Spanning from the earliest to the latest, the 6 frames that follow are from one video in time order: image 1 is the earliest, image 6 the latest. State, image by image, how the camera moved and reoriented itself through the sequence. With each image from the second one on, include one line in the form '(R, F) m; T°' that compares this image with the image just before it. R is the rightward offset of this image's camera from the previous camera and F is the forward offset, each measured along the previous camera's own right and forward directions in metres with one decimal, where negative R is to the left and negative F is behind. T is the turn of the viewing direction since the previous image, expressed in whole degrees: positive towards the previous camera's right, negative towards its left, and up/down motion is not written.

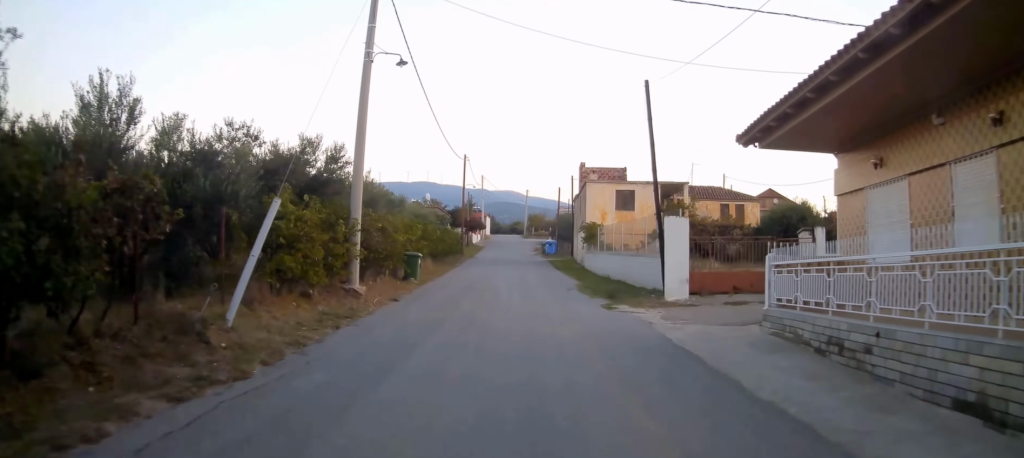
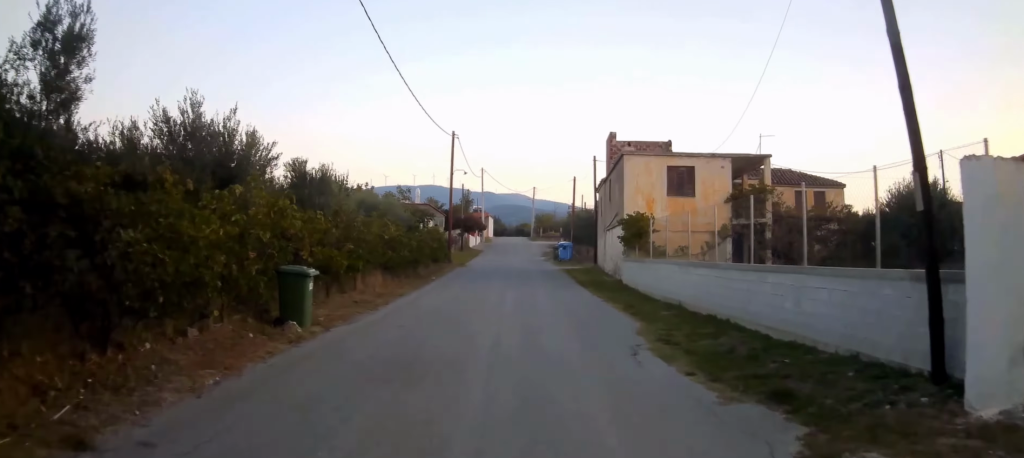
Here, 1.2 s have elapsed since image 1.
(-0.1, +12.2) m; -2°
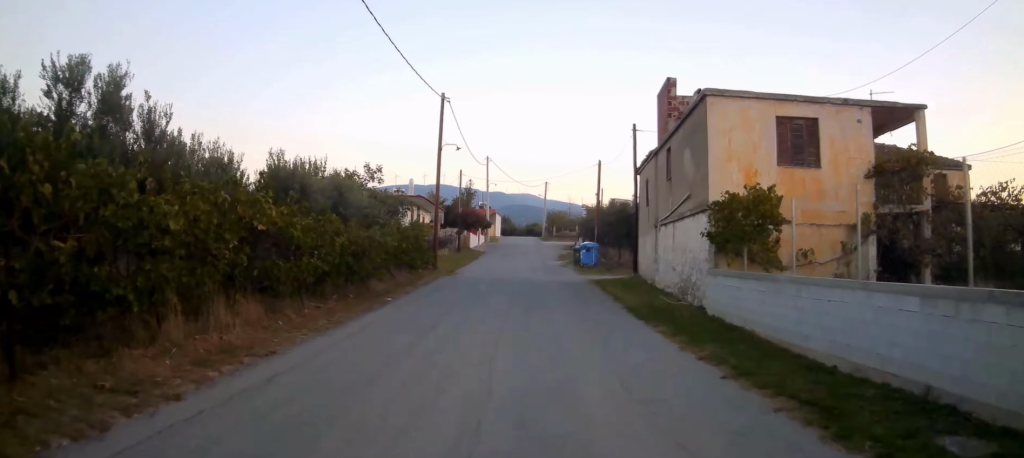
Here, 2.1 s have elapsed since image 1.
(-0.2, +10.3) m; 0°
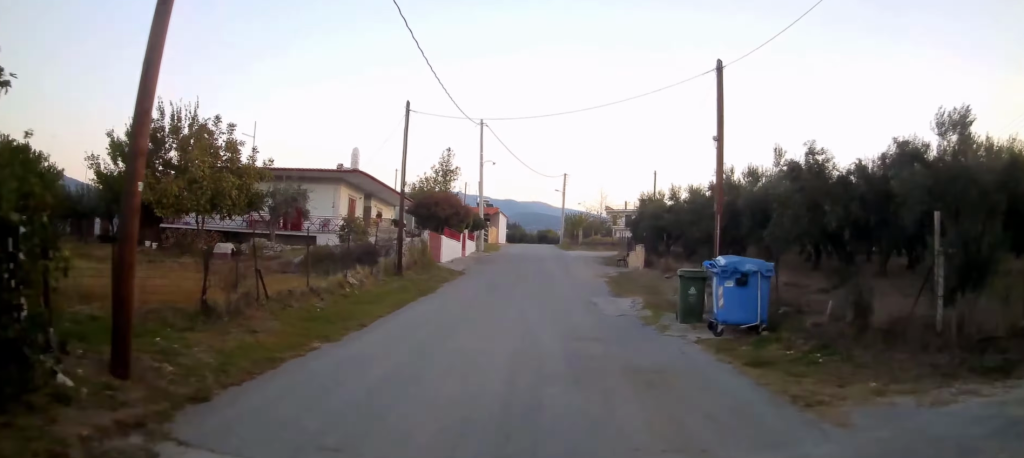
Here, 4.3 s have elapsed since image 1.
(+0.1, +23.7) m; 0°
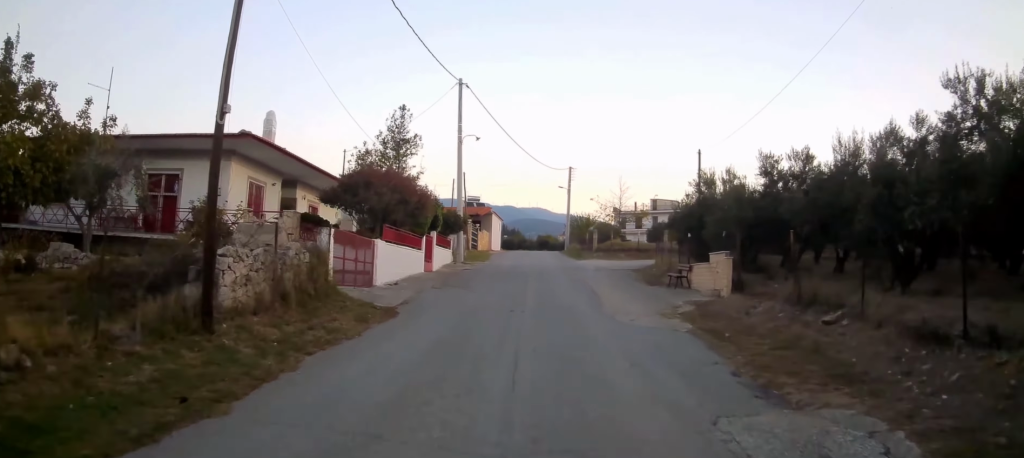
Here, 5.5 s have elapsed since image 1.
(0.0, +12.7) m; 0°
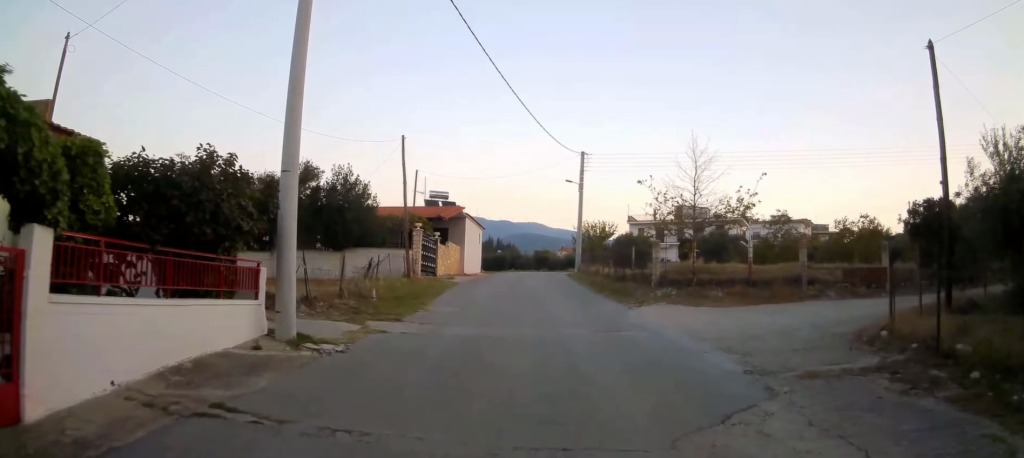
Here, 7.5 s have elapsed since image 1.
(+0.3, +21.1) m; +1°
